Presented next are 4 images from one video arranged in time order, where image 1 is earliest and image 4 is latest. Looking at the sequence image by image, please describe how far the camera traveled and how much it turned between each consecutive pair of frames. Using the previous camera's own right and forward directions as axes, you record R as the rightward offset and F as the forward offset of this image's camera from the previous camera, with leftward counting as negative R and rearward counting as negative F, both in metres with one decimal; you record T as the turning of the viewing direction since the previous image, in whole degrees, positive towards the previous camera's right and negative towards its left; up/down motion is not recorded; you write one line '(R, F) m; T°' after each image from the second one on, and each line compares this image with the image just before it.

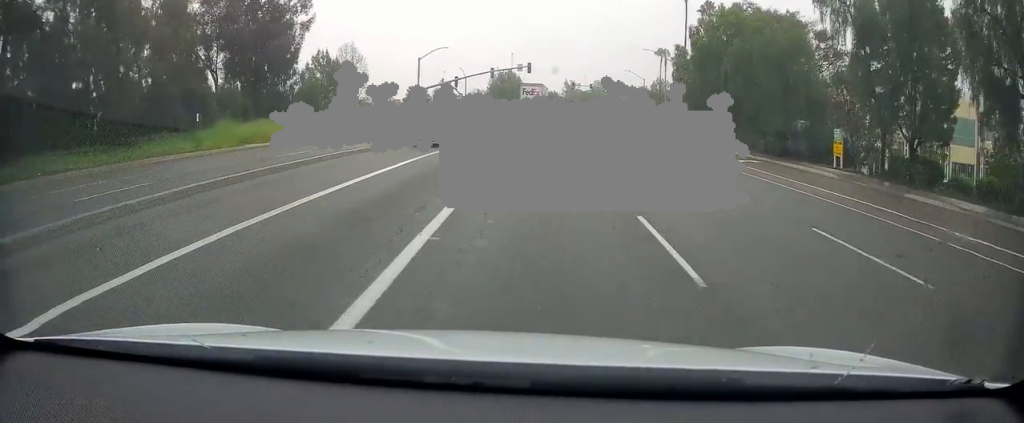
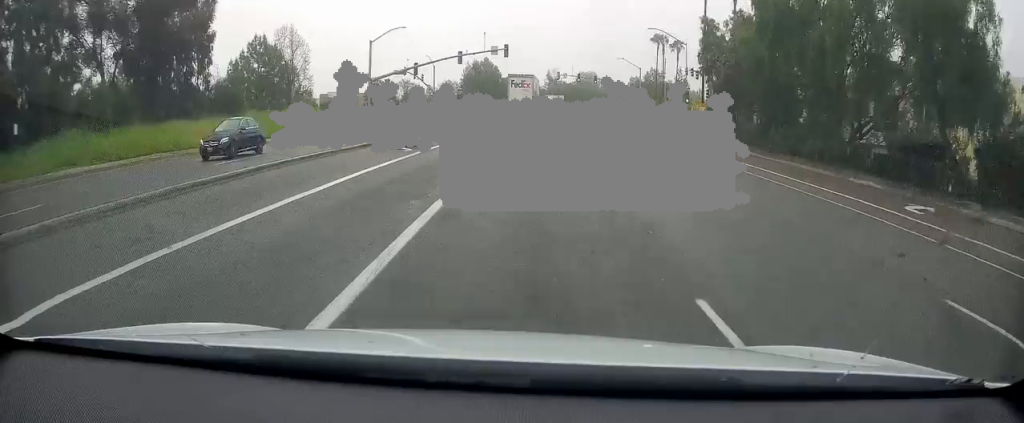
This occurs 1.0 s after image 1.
(+0.1, +19.4) m; +1°
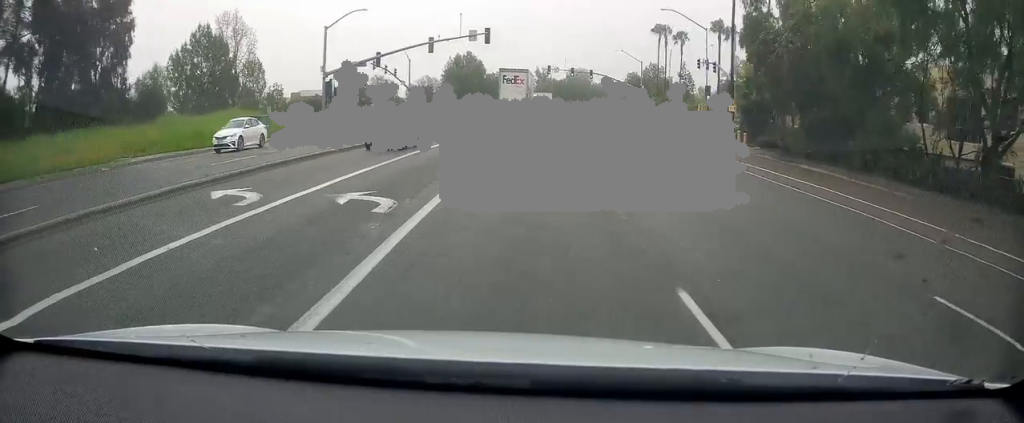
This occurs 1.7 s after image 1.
(+0.1, +14.8) m; +2°
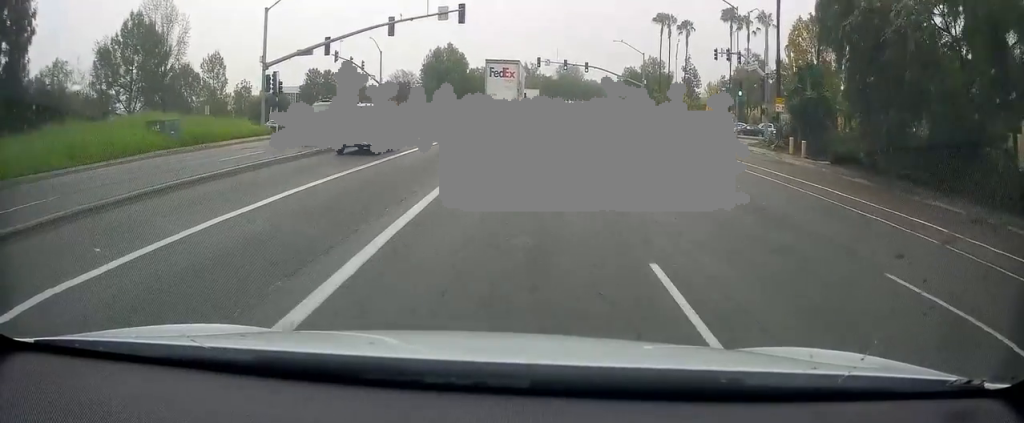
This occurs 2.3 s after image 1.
(+0.2, +14.1) m; +2°
